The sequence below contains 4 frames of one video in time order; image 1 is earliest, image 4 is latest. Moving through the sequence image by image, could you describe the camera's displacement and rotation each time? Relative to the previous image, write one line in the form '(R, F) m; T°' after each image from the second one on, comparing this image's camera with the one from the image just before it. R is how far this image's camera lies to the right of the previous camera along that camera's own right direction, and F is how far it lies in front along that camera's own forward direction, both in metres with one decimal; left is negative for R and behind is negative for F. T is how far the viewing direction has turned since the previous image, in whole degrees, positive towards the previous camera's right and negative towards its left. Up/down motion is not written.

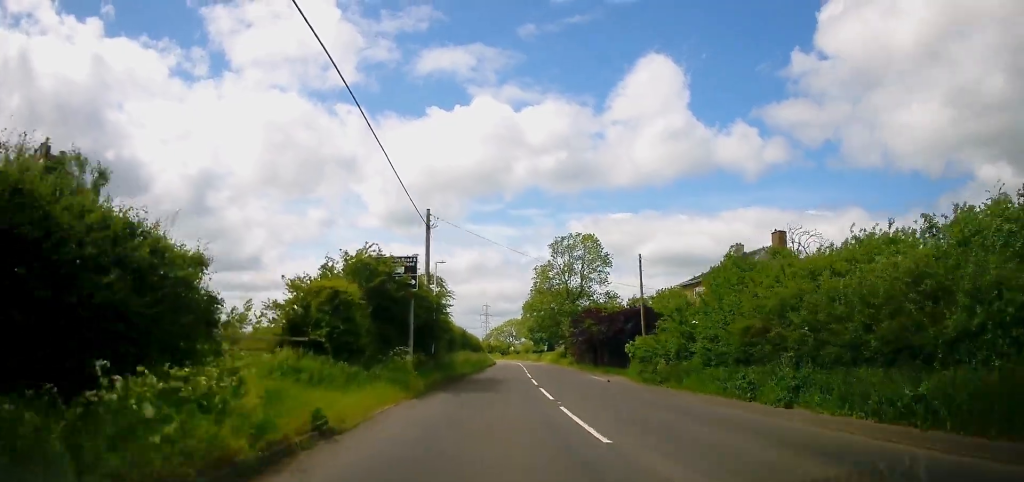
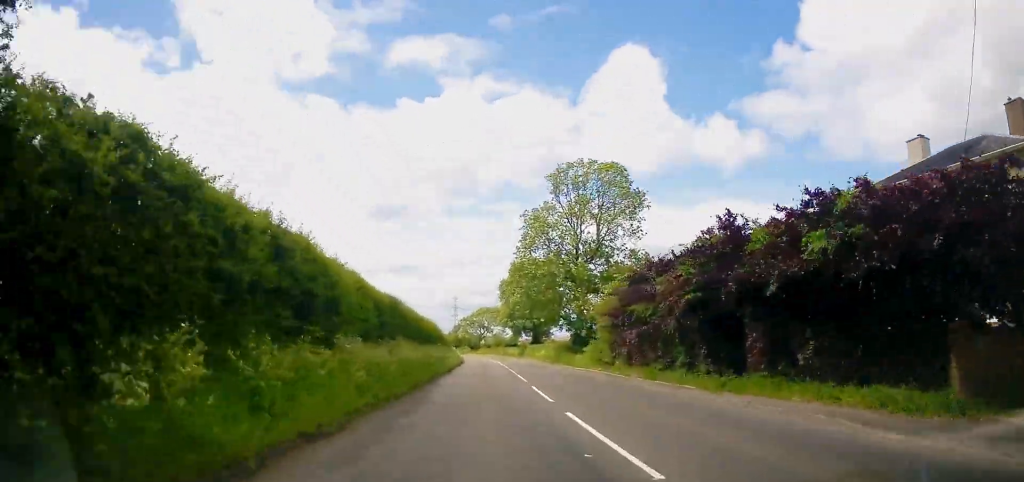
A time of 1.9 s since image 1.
(+0.4, +29.5) m; +2°
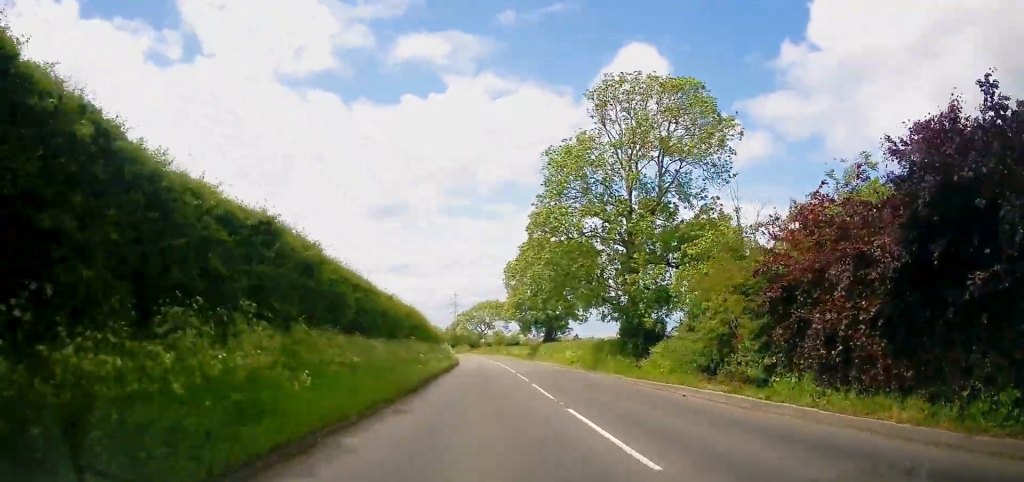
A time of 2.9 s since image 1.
(+0.3, +17.3) m; +1°
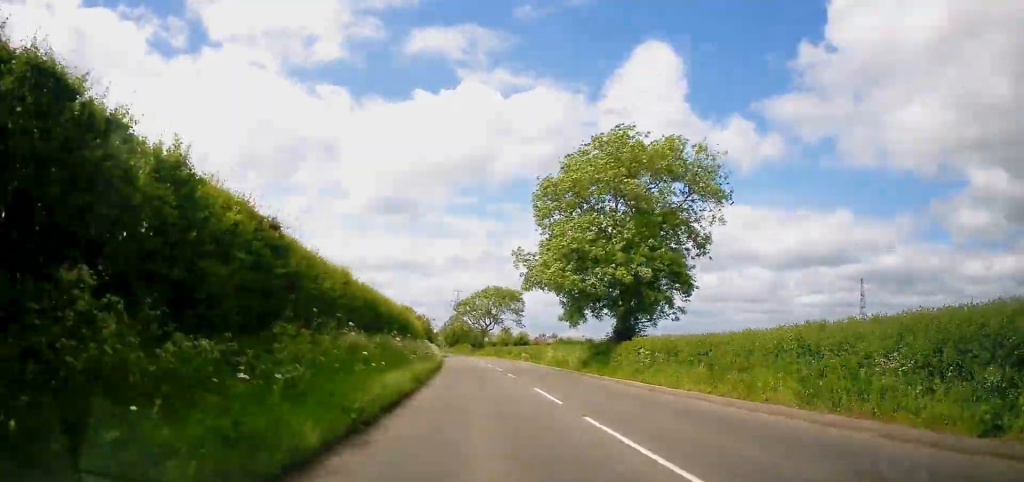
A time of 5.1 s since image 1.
(-0.2, +36.5) m; -2°
